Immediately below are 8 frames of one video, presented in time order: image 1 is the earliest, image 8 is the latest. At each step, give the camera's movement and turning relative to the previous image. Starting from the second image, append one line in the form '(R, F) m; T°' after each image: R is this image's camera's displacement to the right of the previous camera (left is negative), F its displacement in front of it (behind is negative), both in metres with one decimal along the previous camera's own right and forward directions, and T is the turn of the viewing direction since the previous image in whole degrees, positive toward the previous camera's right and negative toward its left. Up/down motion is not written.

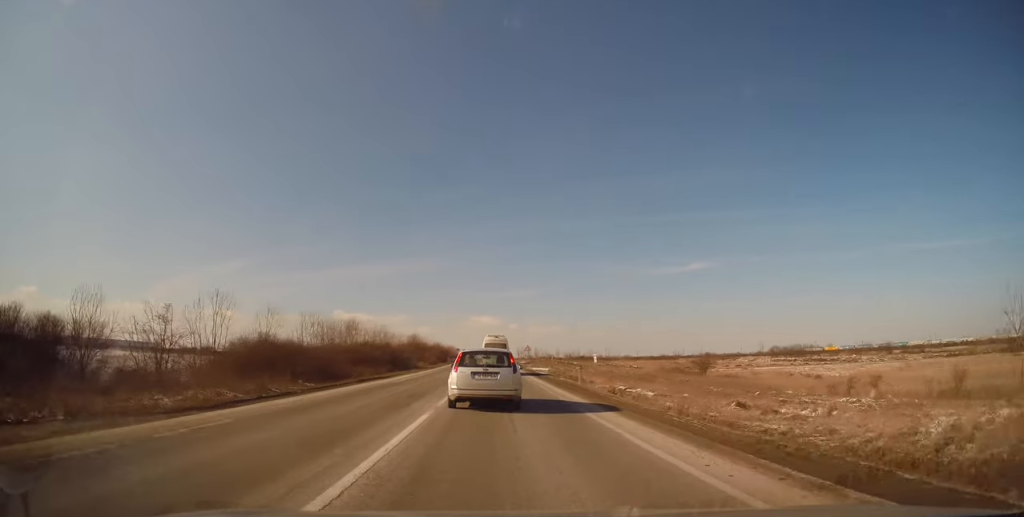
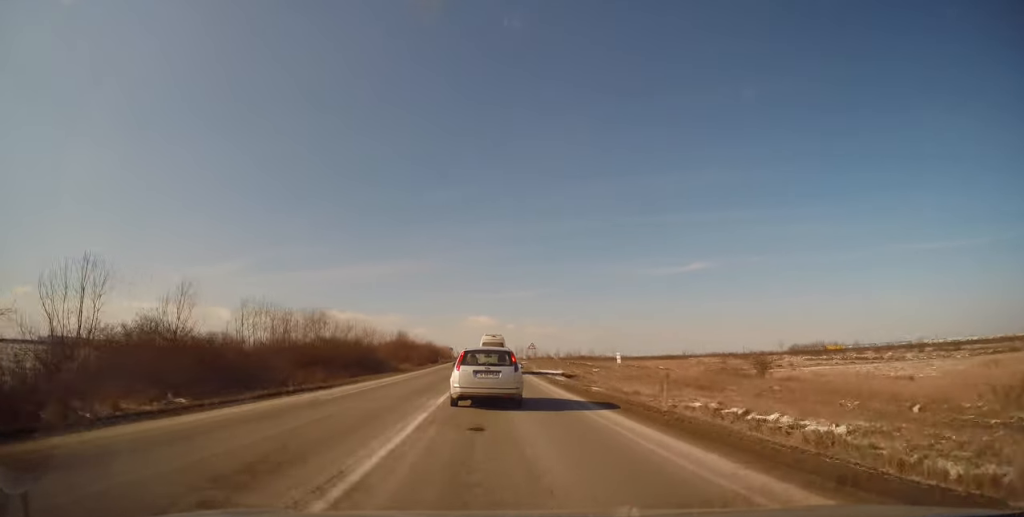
(-0.1, +12.4) m; 0°
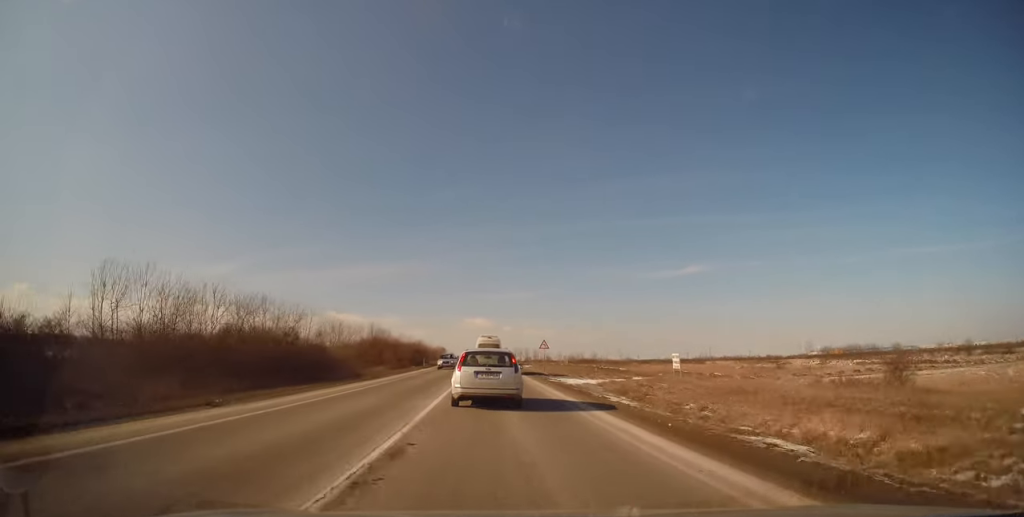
(+0.3, +15.7) m; +1°
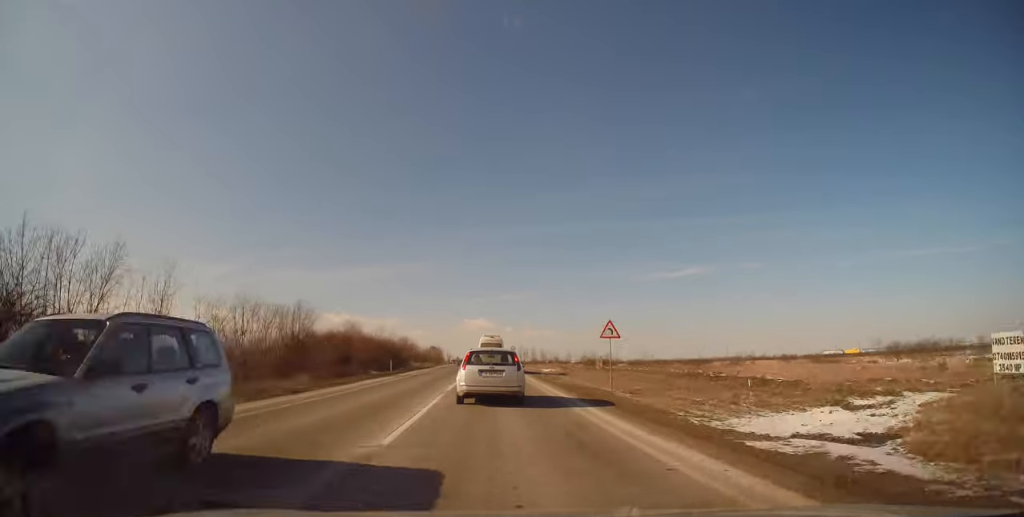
(0.0, +23.5) m; -1°
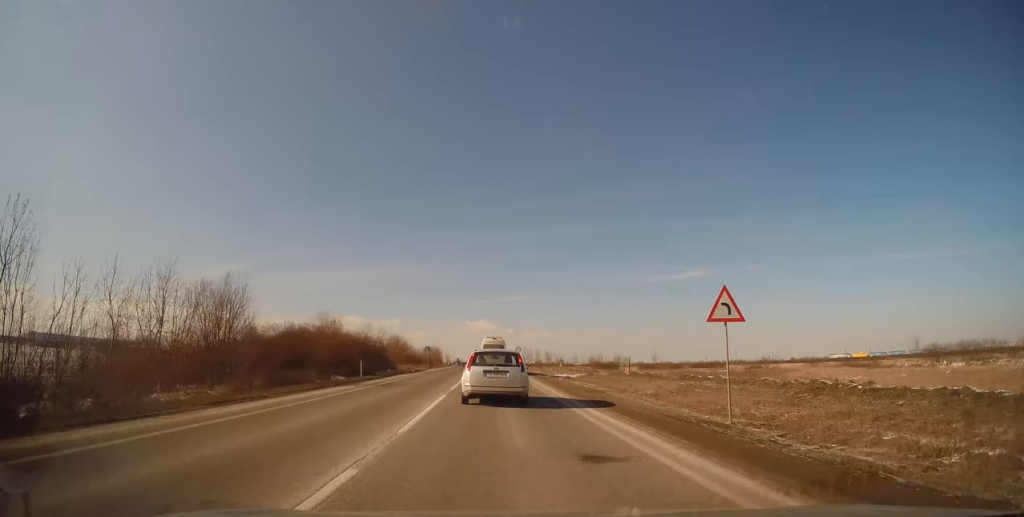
(-0.2, +10.5) m; 0°
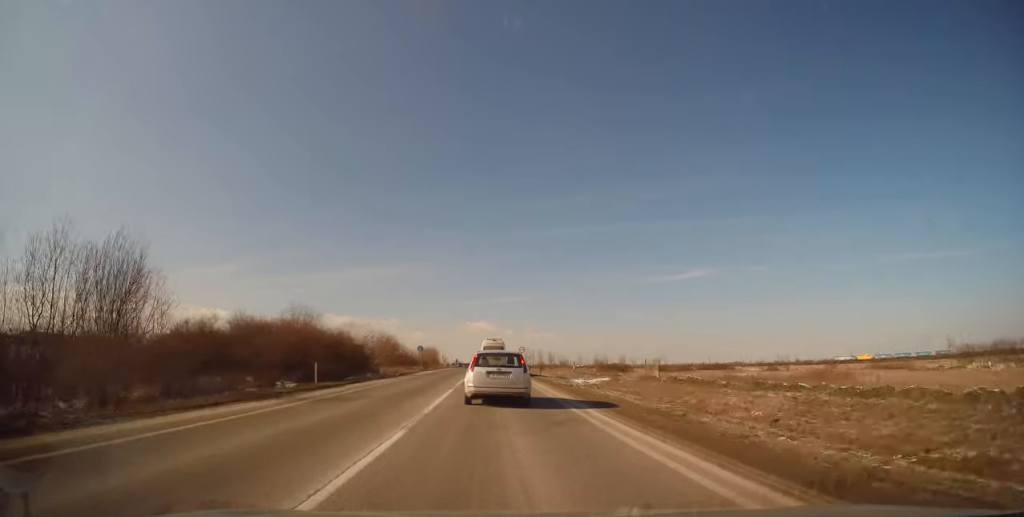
(-0.1, +8.6) m; 0°
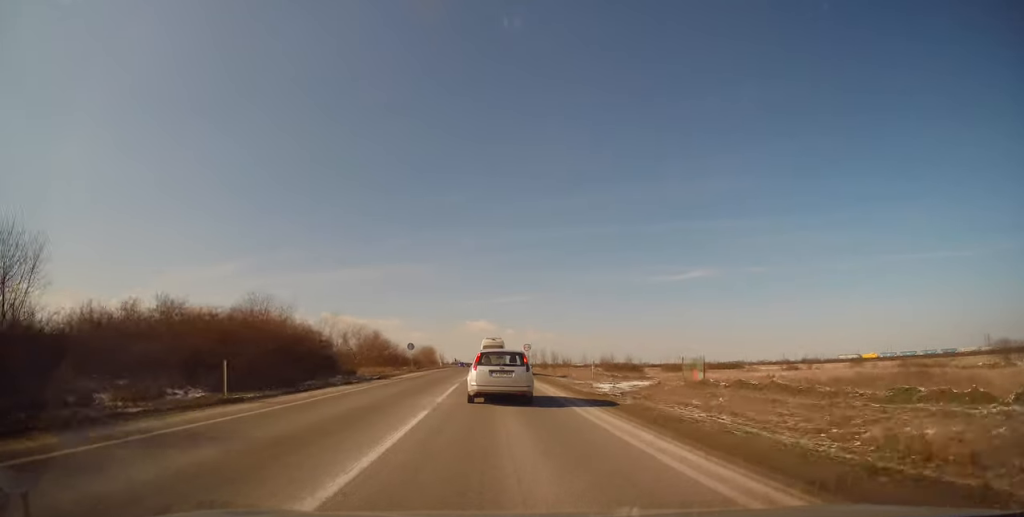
(+0.1, +8.6) m; +1°
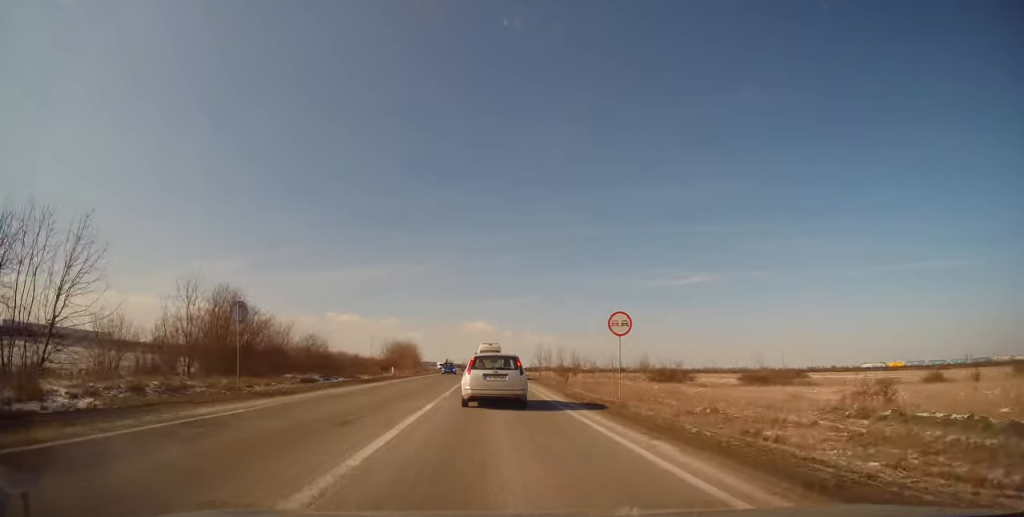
(-0.1, +42.6) m; -1°
